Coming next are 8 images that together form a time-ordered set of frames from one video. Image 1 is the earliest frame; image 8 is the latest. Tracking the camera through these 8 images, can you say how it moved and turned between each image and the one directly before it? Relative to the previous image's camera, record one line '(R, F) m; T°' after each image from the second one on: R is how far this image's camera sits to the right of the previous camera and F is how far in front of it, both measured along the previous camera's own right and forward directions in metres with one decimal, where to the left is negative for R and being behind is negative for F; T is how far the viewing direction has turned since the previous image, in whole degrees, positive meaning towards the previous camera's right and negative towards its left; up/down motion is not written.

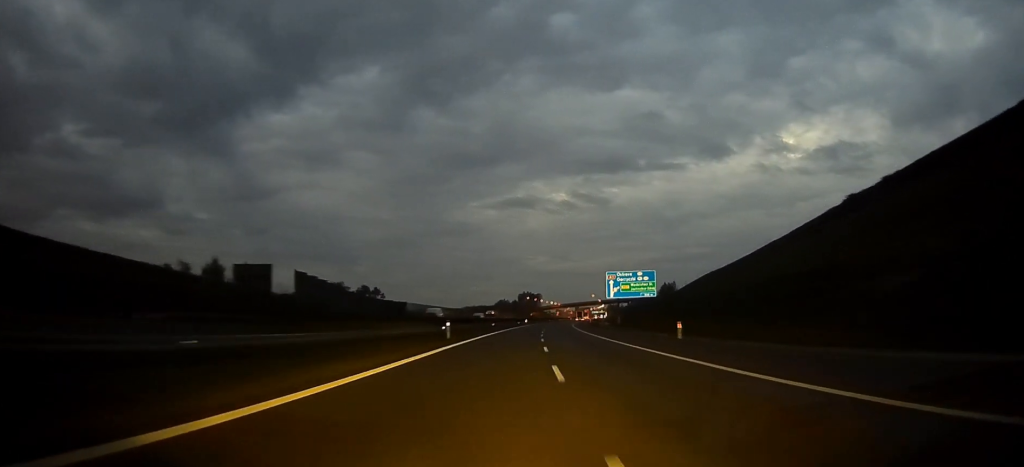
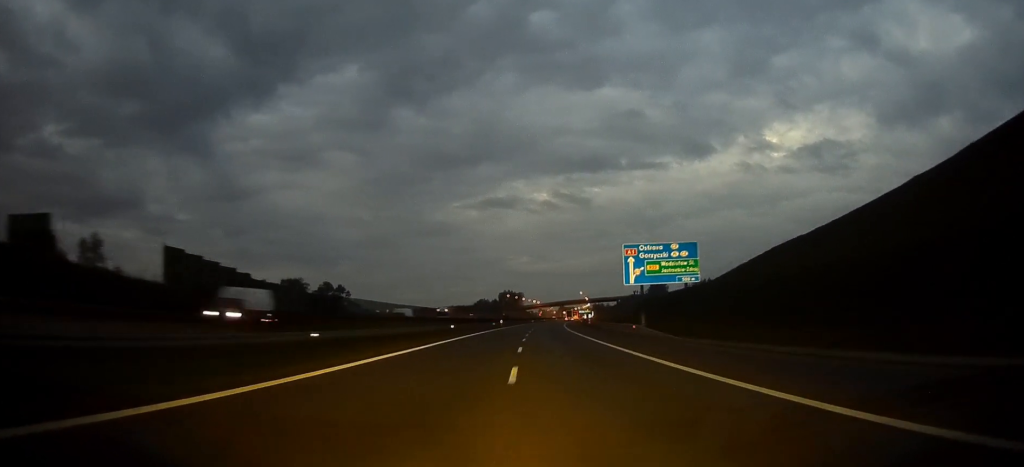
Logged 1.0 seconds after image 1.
(+0.5, +36.8) m; +1°
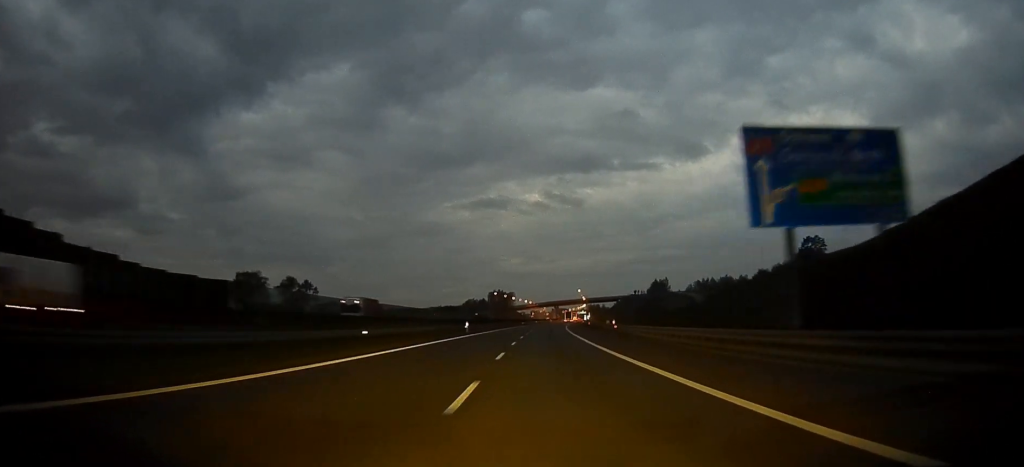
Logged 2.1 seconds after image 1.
(+0.5, +40.2) m; +1°
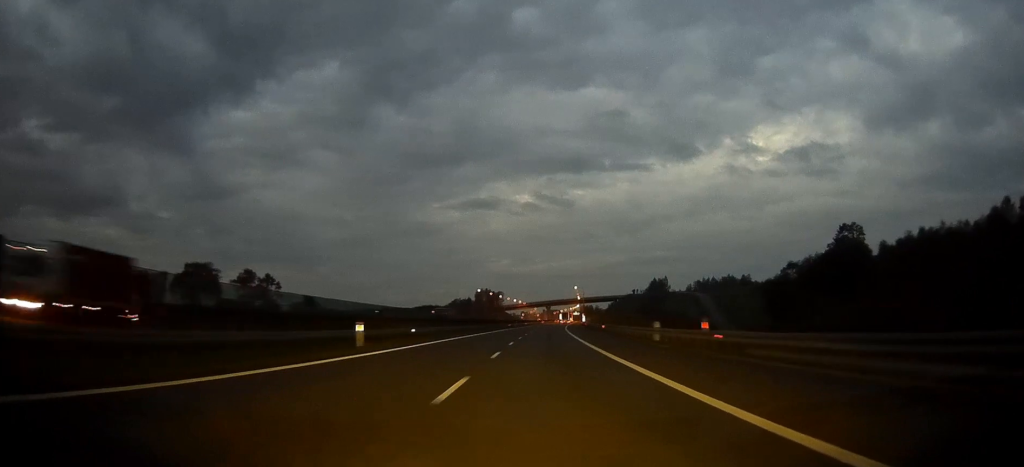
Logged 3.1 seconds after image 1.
(+0.2, +35.2) m; +1°
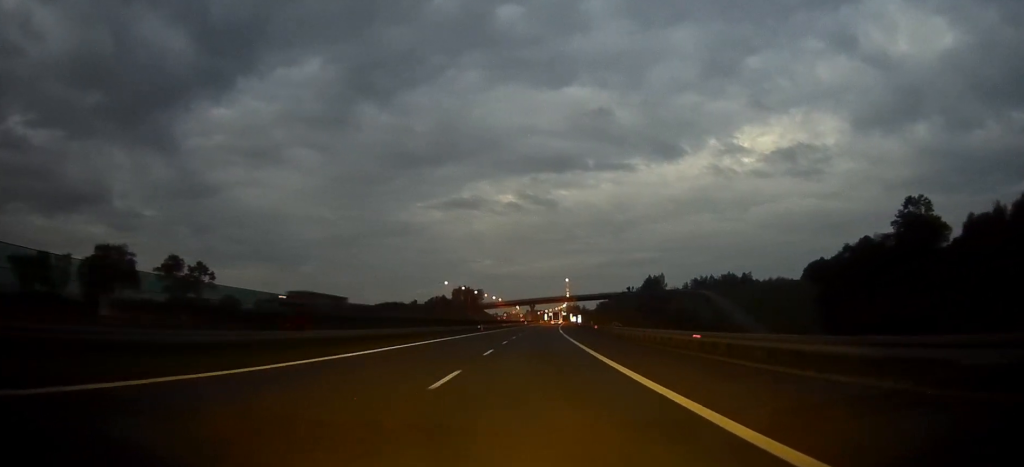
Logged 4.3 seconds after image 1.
(+0.6, +46.0) m; +1°
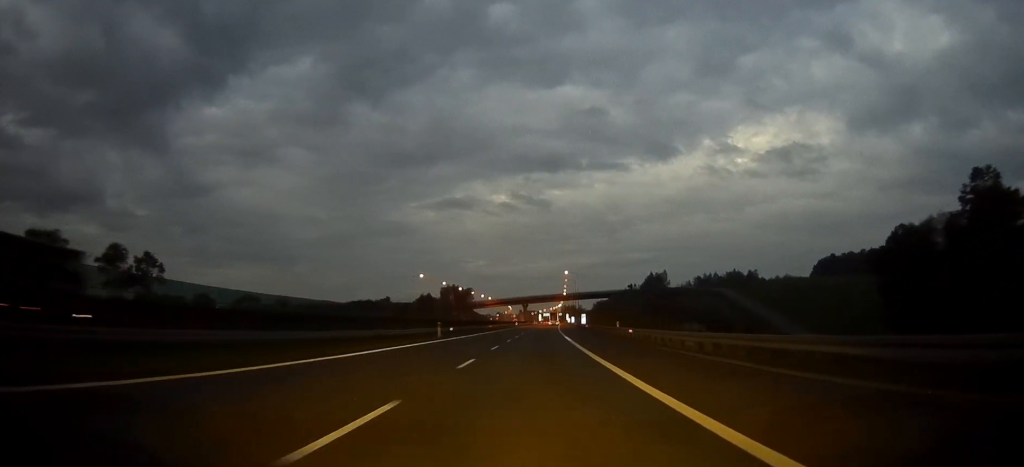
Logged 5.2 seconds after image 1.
(+0.2, +30.2) m; +1°
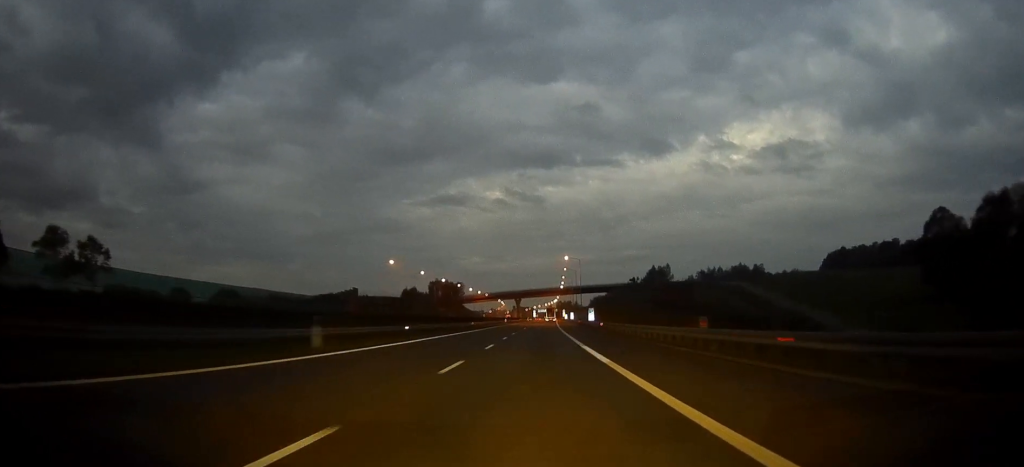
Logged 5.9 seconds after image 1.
(0.0, +26.5) m; 0°
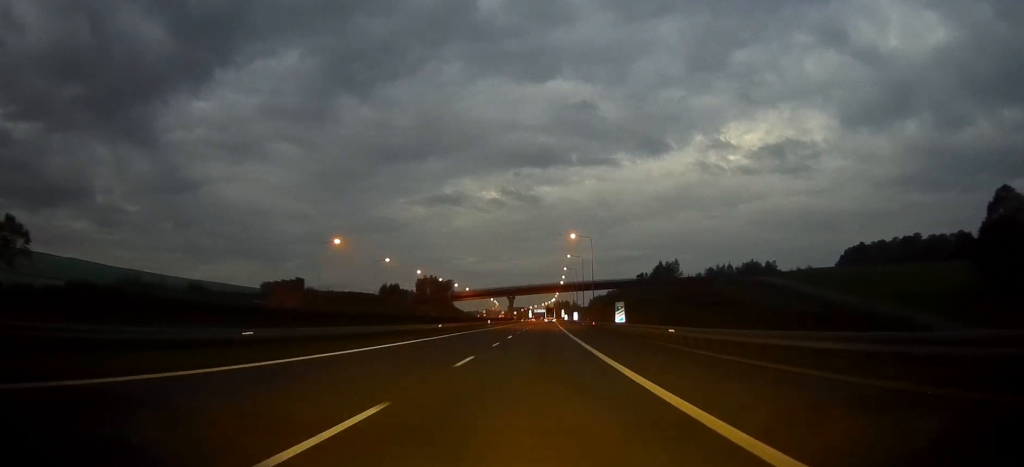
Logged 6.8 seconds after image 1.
(+0.2, +33.6) m; 0°
